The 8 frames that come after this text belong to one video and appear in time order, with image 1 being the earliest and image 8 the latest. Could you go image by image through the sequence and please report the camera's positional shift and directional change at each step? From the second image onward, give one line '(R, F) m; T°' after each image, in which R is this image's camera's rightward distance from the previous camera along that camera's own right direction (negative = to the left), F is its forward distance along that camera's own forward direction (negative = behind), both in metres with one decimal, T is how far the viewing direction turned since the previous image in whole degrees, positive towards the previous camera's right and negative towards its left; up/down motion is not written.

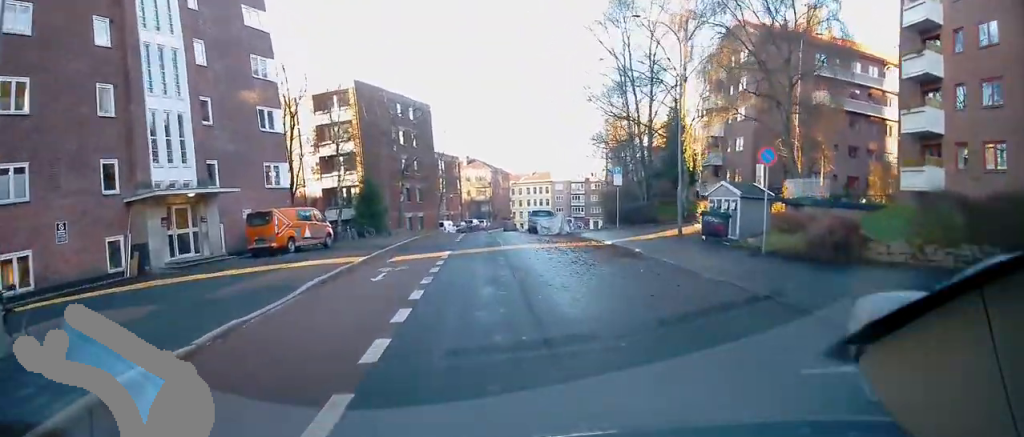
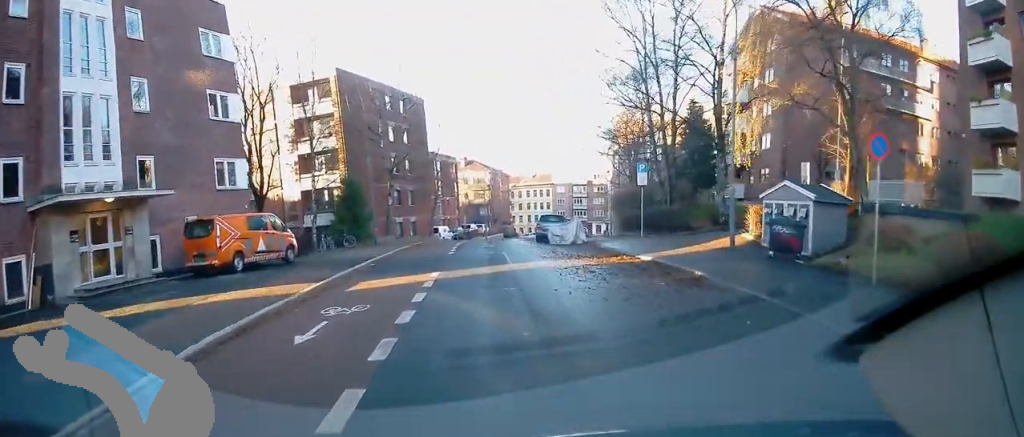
(0.0, +5.6) m; 0°
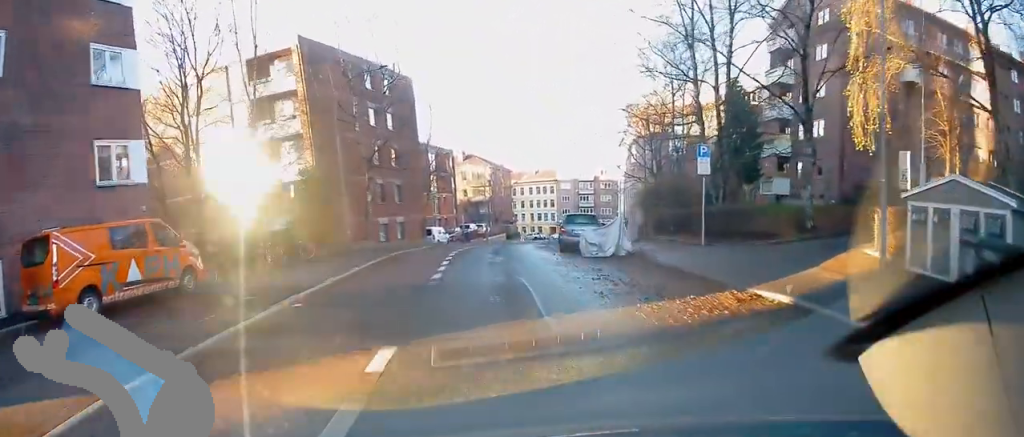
(0.0, +8.3) m; +4°
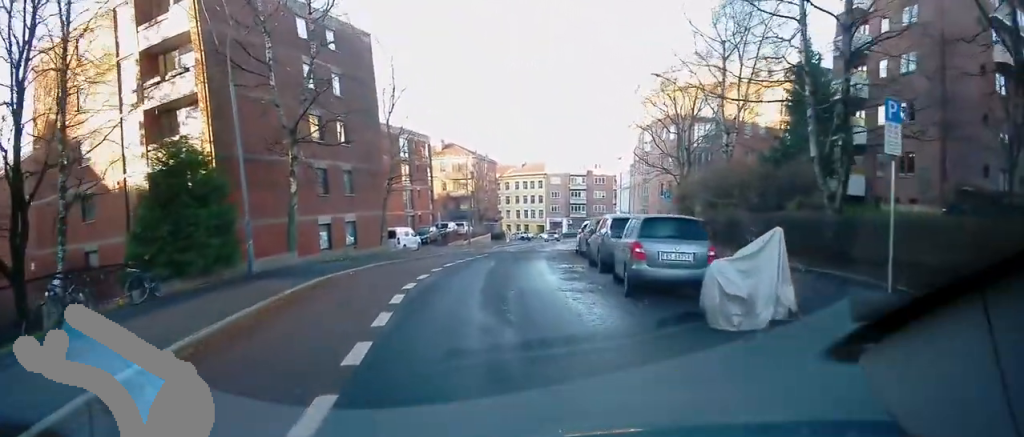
(+0.5, +11.6) m; +2°
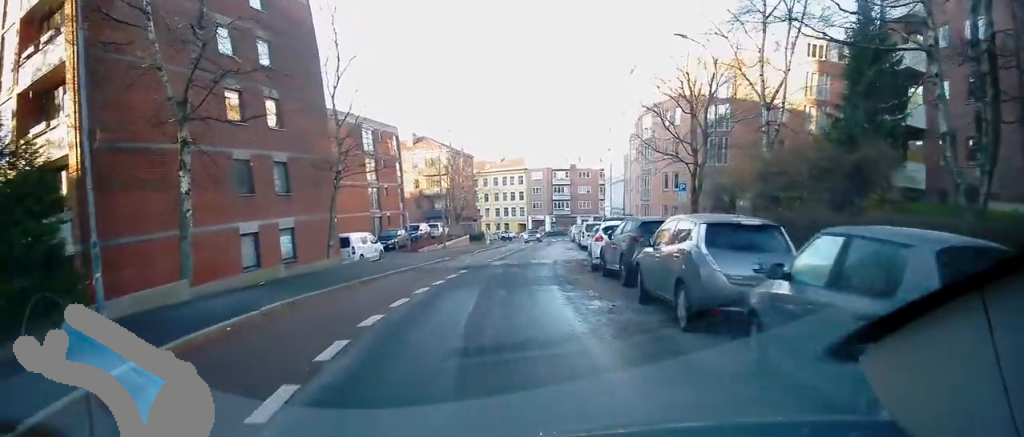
(0.0, +7.9) m; 0°
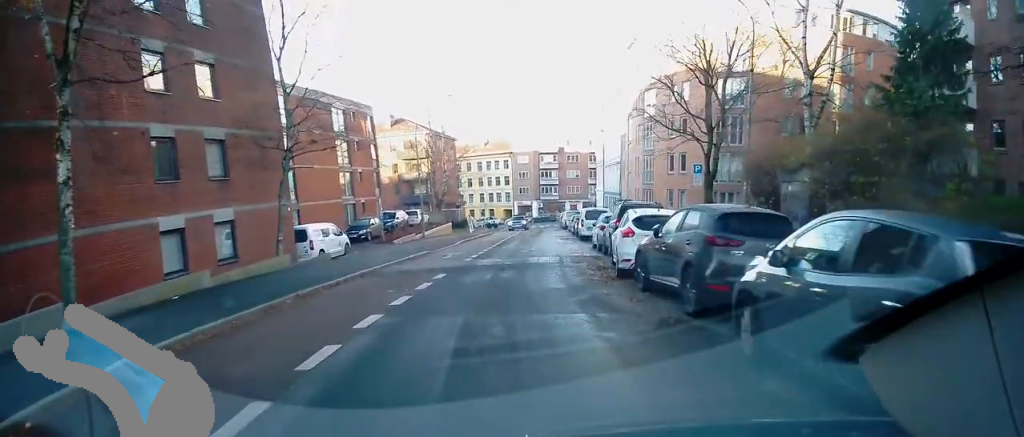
(+0.1, +5.0) m; +1°
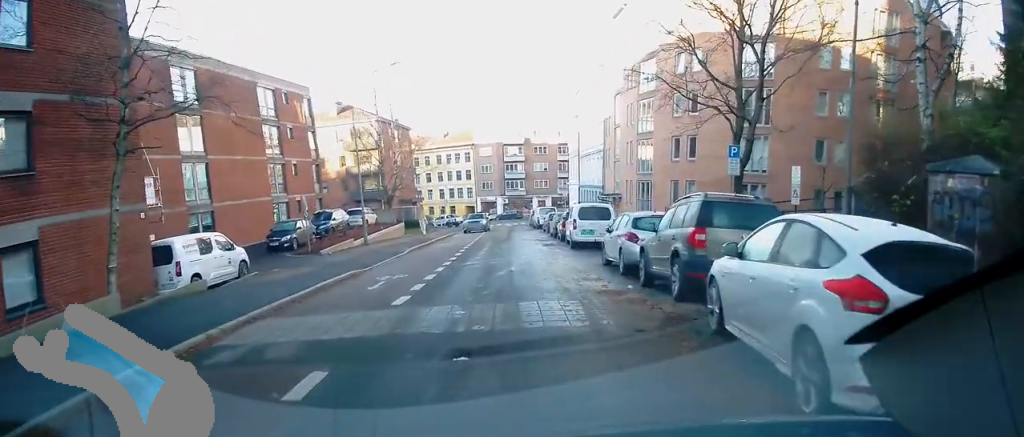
(+0.3, +8.7) m; +11°
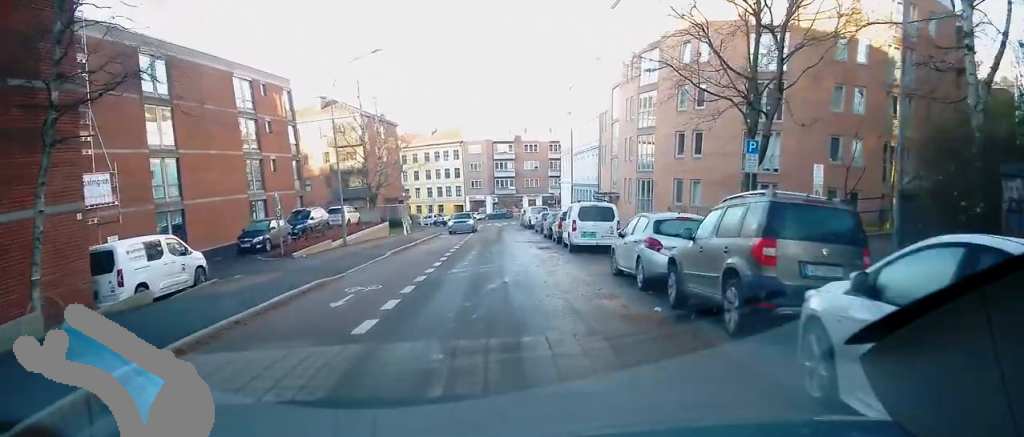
(+0.1, +2.5) m; +2°
